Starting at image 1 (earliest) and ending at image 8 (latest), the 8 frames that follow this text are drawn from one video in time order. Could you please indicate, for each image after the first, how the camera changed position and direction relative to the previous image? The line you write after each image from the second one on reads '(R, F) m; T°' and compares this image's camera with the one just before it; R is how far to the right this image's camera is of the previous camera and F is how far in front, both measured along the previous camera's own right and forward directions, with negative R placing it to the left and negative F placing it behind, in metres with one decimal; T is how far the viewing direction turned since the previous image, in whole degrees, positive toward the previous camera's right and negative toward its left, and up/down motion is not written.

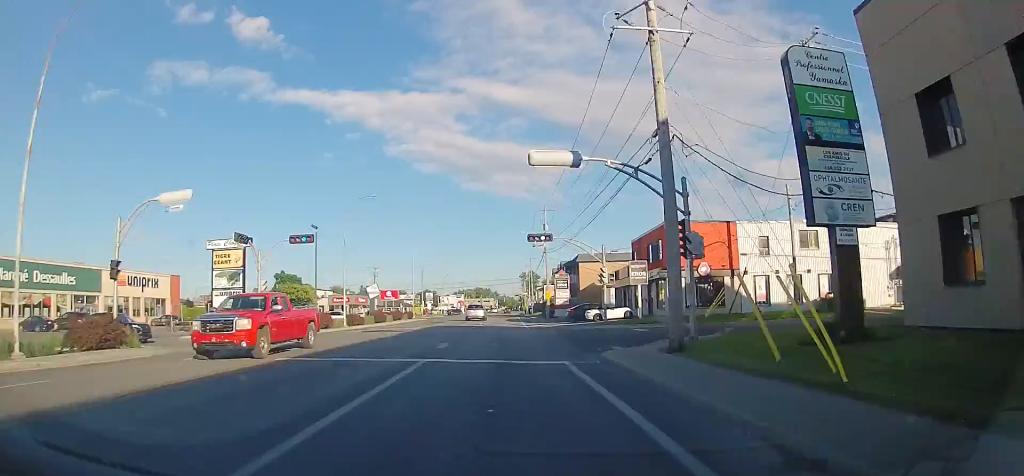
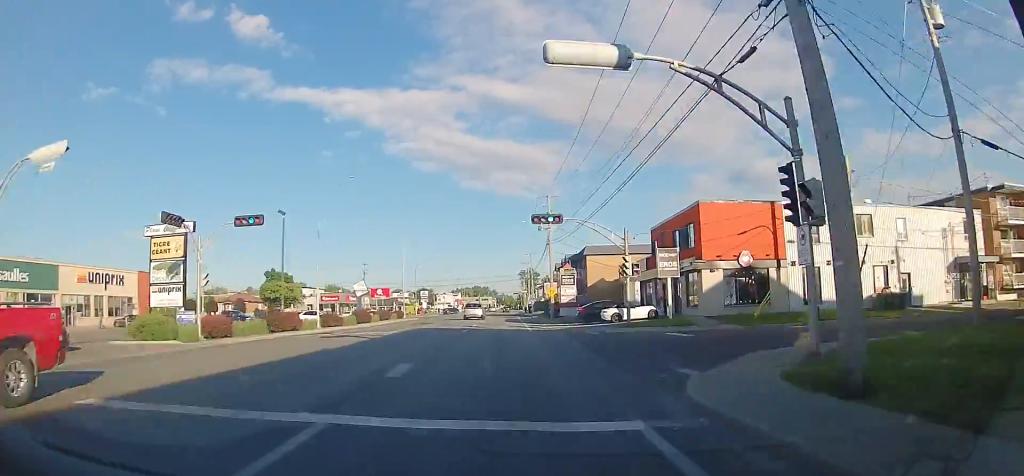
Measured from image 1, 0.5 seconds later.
(0.0, +7.9) m; 0°
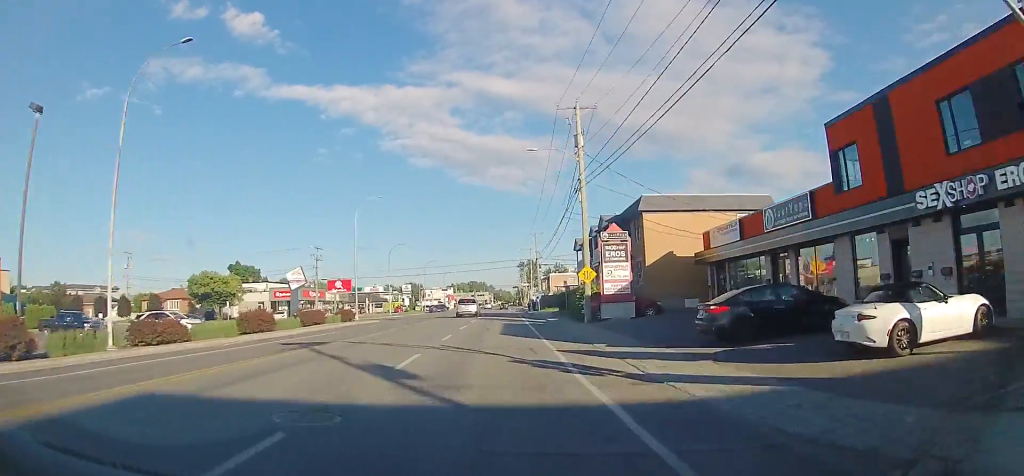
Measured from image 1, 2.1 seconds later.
(-0.4, +27.2) m; -2°
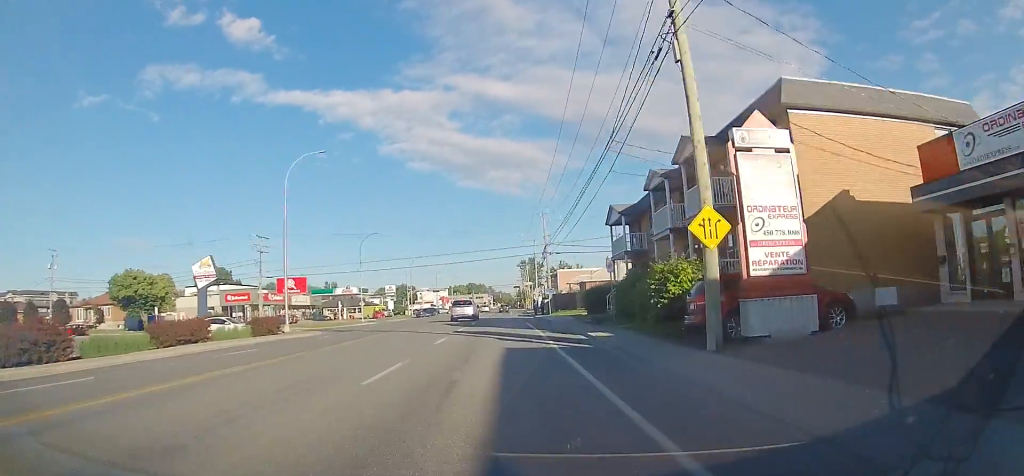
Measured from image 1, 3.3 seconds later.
(-0.1, +19.8) m; 0°
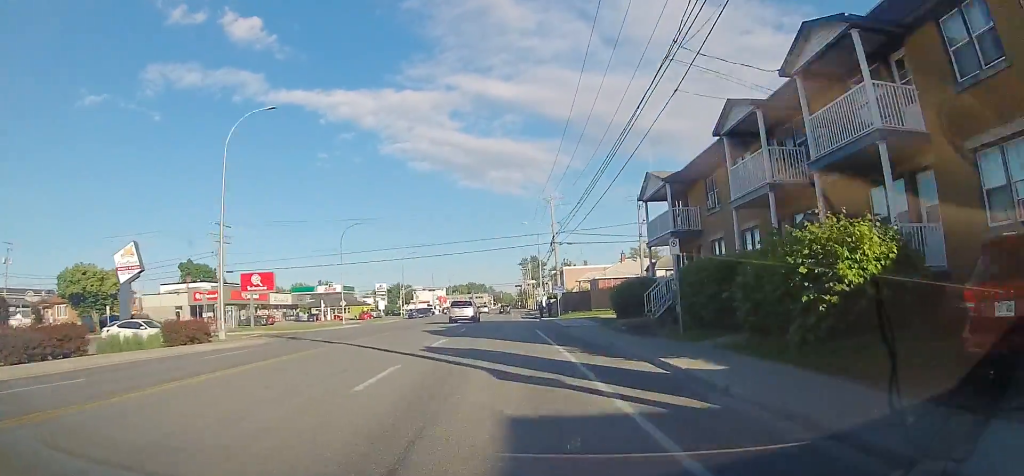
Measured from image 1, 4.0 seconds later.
(0.0, +9.8) m; 0°
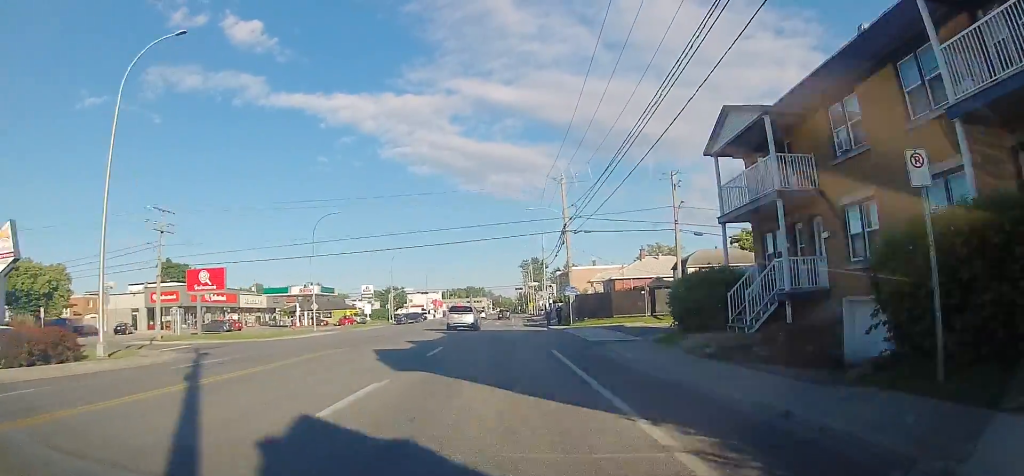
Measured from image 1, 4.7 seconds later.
(0.0, +10.7) m; 0°
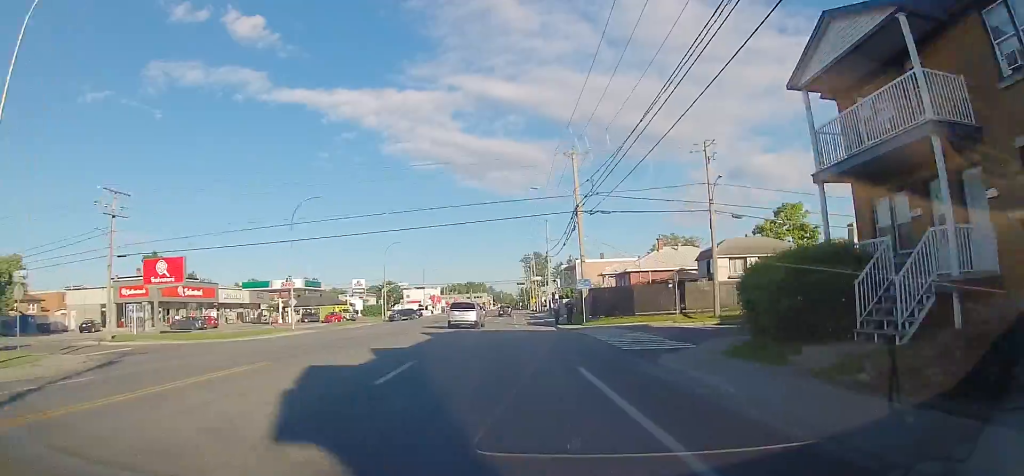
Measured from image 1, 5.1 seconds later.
(0.0, +6.7) m; 0°
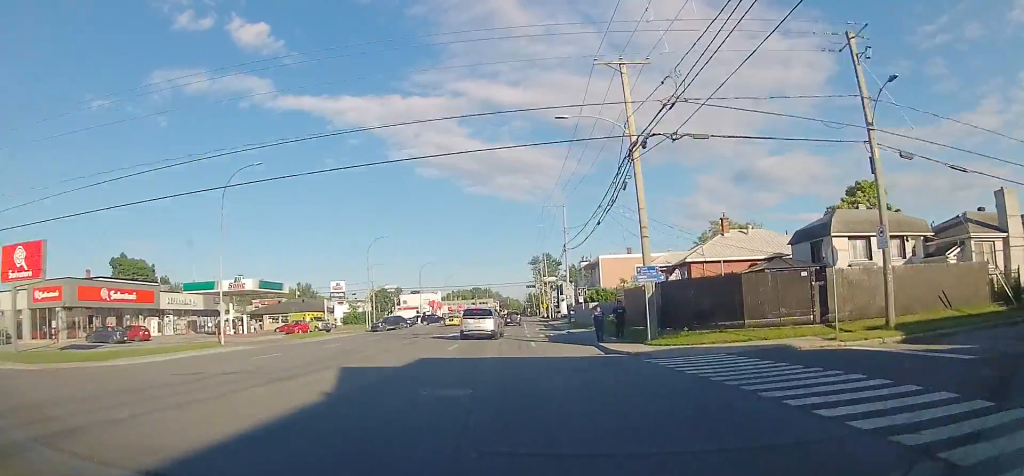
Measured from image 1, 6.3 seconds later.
(0.0, +15.8) m; 0°
